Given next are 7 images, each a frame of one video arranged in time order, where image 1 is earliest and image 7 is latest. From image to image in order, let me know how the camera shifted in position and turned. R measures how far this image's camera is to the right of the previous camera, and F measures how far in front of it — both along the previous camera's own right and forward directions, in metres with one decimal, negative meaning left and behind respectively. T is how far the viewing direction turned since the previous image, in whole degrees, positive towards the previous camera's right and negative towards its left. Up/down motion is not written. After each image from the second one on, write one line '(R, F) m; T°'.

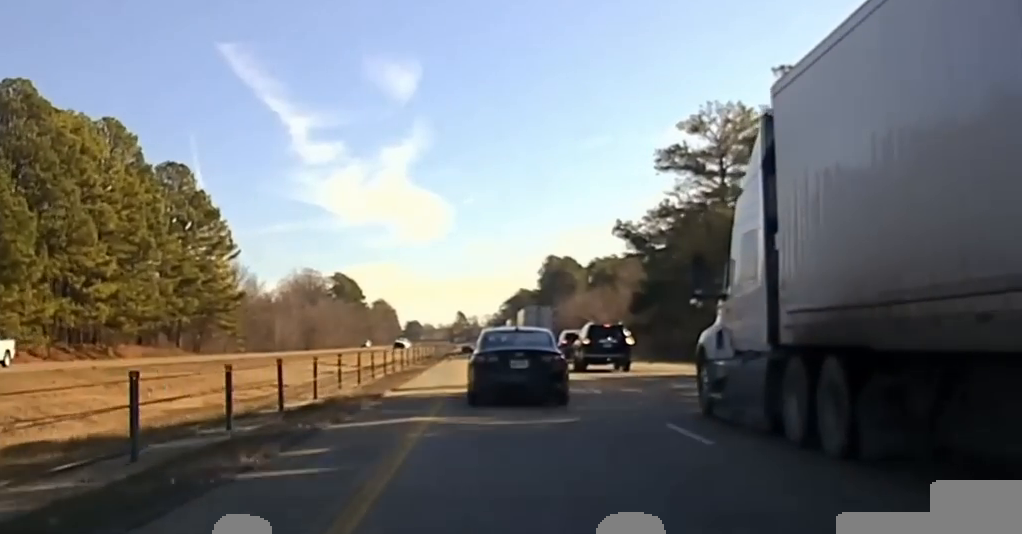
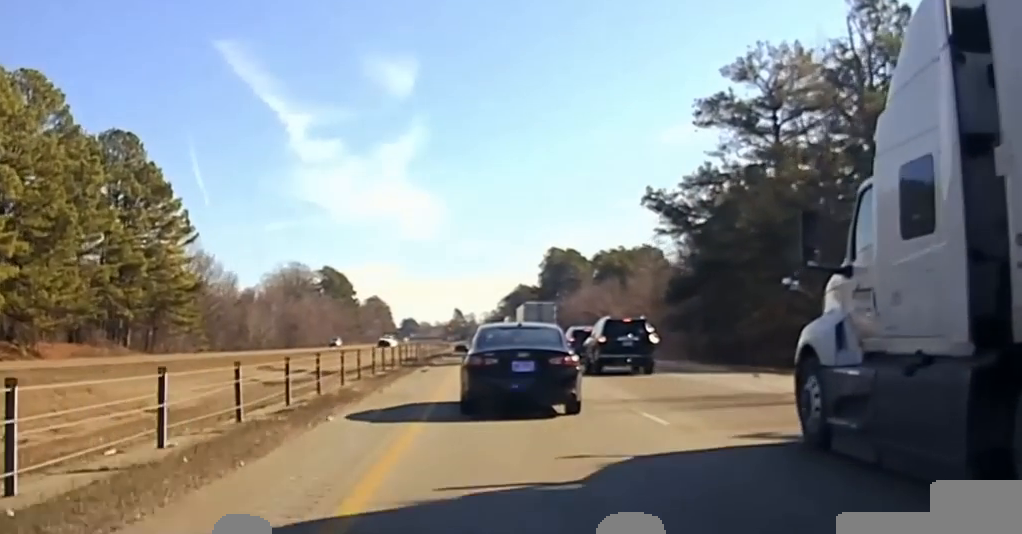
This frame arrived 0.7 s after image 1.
(0.0, +17.5) m; 0°
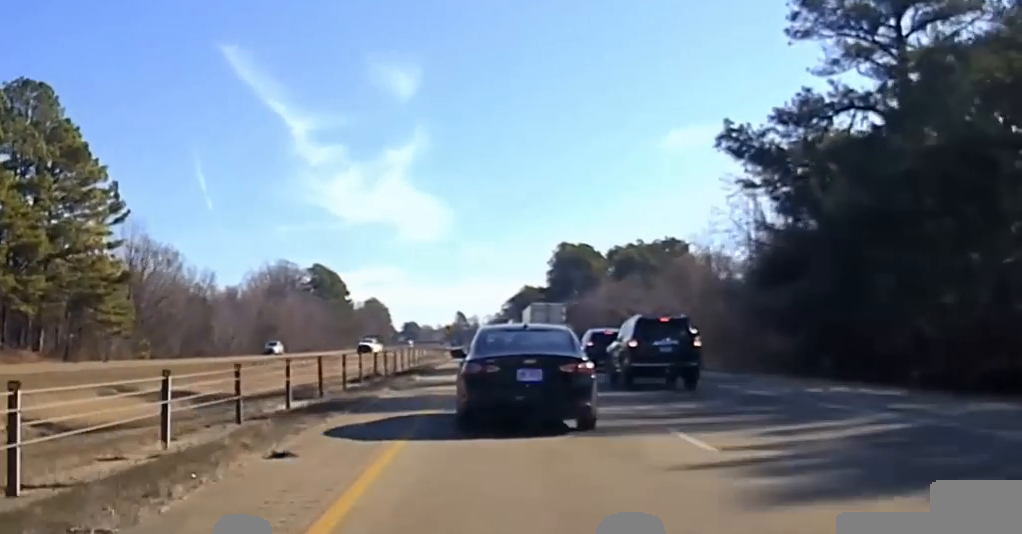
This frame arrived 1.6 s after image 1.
(+0.1, +27.5) m; 0°
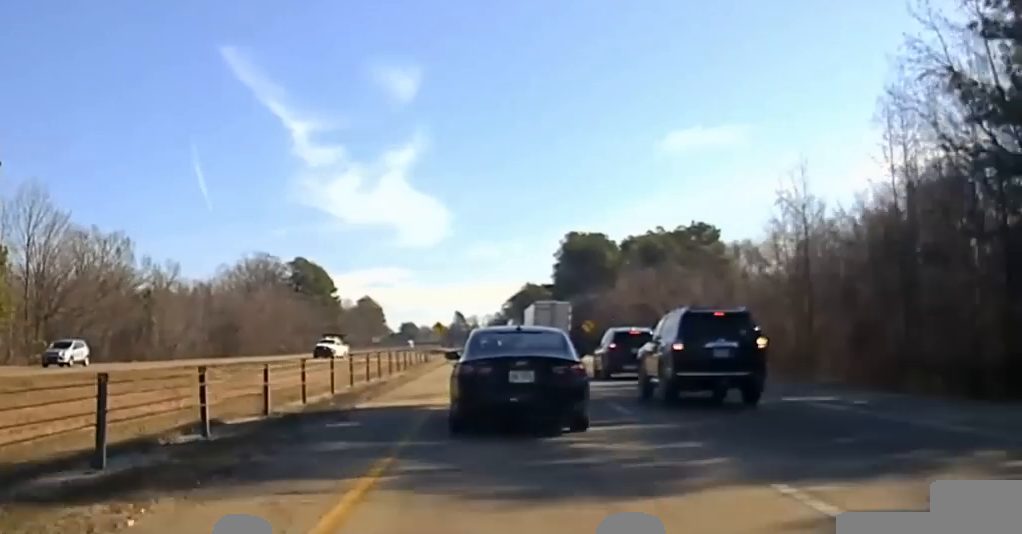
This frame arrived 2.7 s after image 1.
(0.0, +36.3) m; 0°
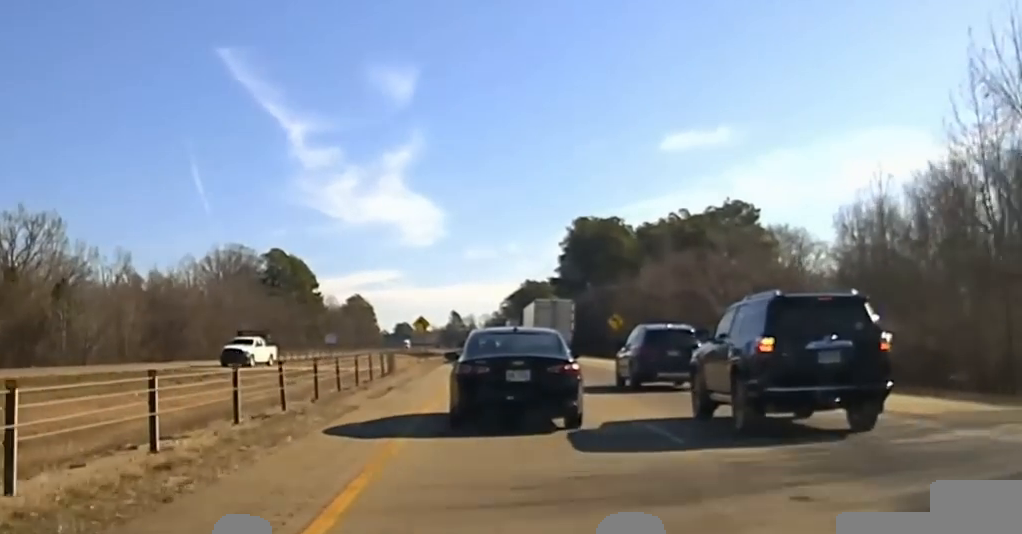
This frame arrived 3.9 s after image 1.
(+0.3, +38.6) m; 0°
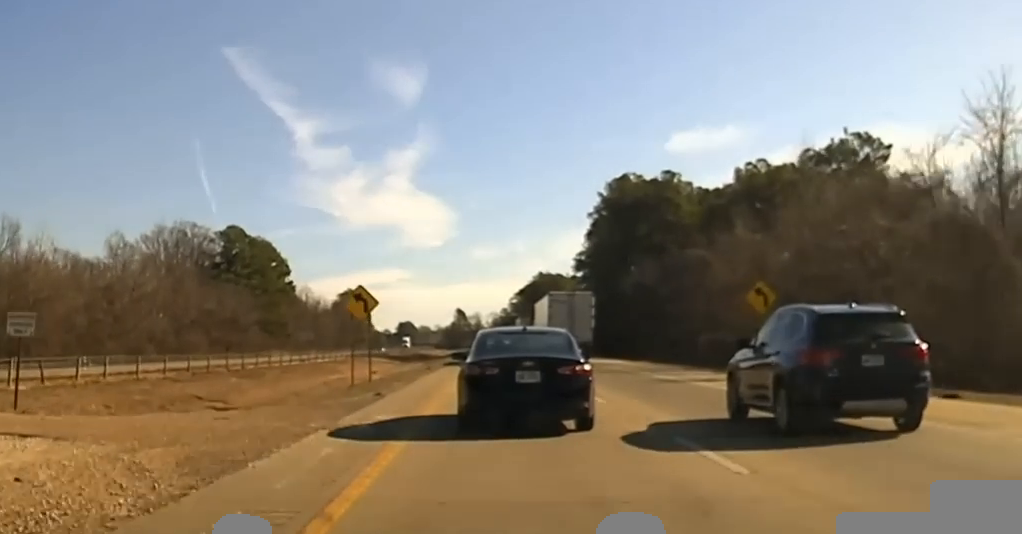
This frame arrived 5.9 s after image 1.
(-0.2, +53.5) m; 0°
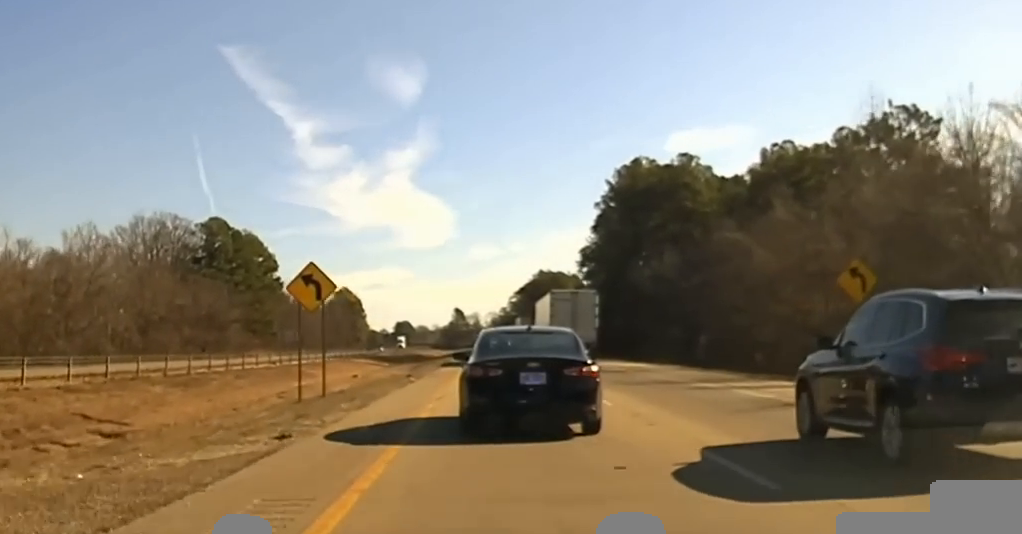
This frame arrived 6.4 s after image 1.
(0.0, +12.0) m; 0°
